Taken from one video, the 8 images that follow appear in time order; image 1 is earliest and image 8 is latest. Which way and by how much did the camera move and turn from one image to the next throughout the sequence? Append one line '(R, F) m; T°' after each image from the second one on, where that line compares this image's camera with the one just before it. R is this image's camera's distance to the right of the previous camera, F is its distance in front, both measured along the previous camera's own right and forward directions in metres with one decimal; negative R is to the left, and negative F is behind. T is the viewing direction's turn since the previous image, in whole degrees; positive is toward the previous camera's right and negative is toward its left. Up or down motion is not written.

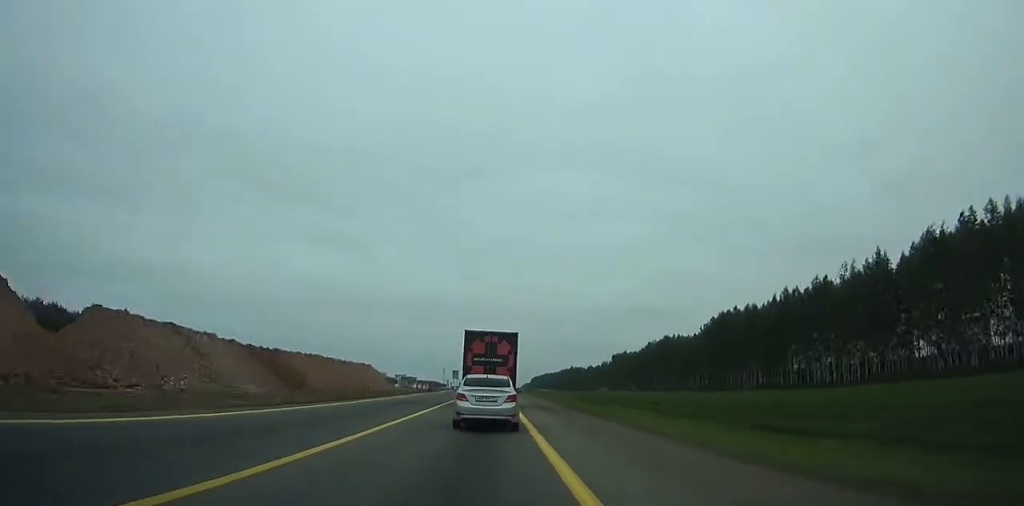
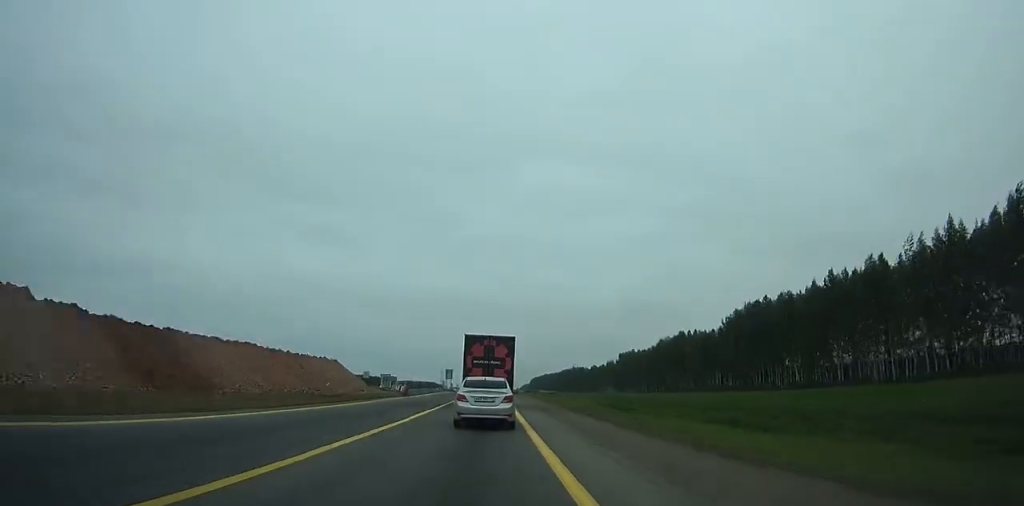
(0.0, +16.2) m; 0°
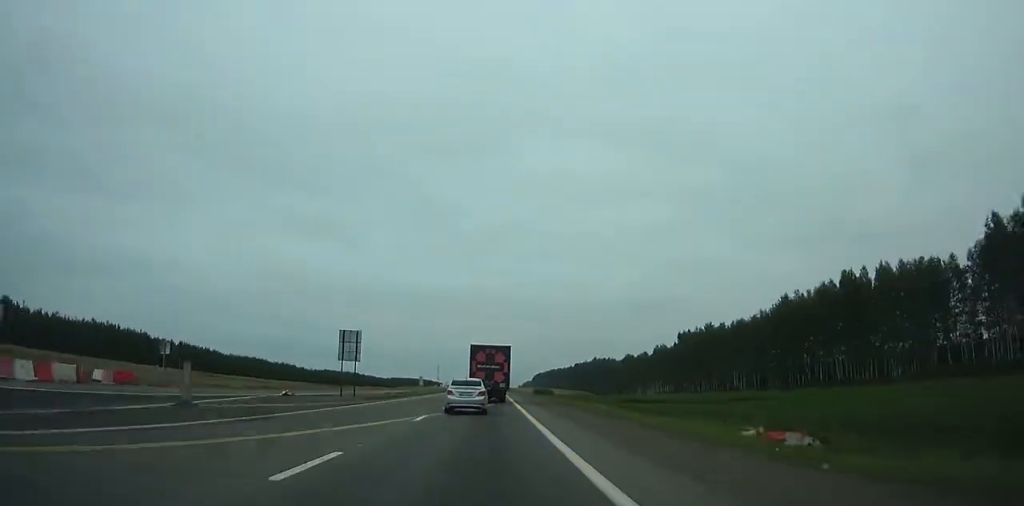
(+0.3, +85.5) m; 0°
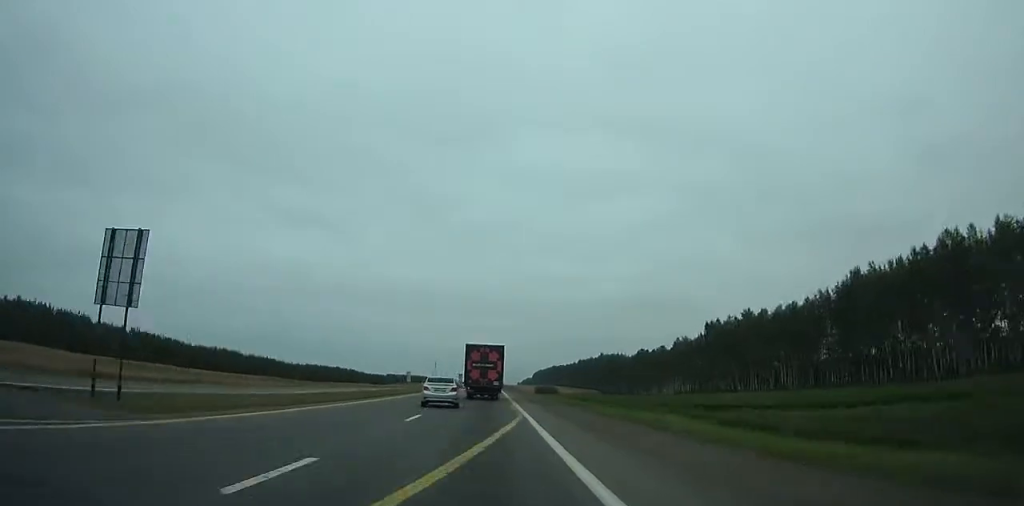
(+0.1, +24.5) m; 0°
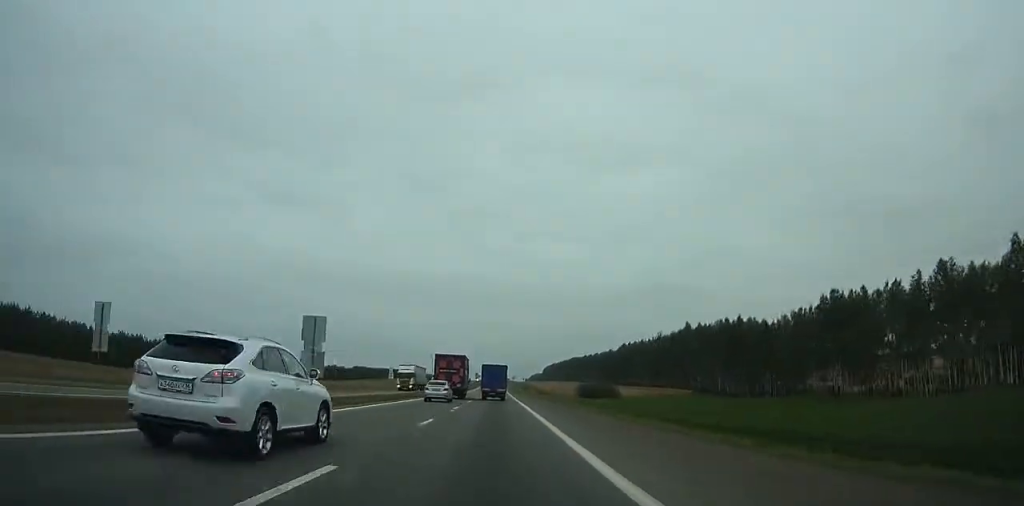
(+0.5, +131.2) m; +1°
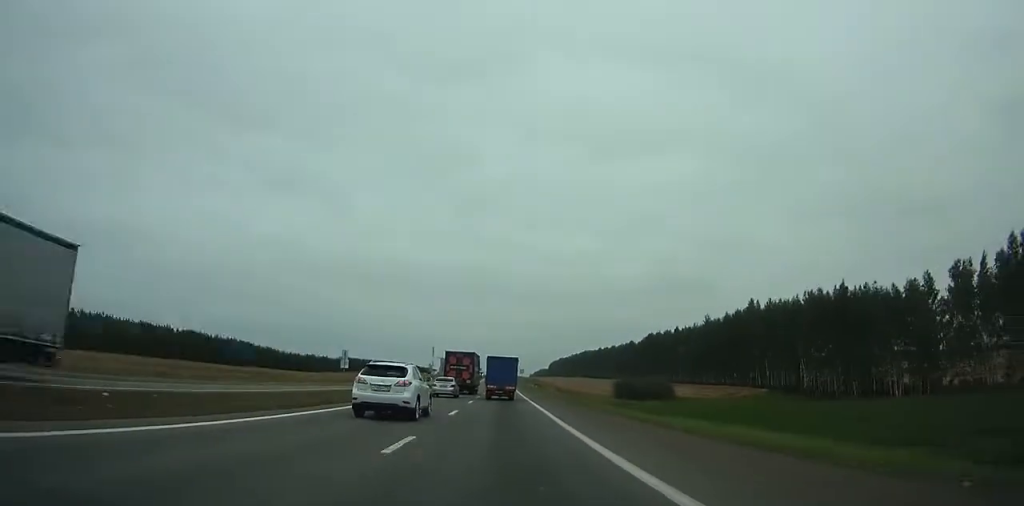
(+0.1, +42.1) m; 0°
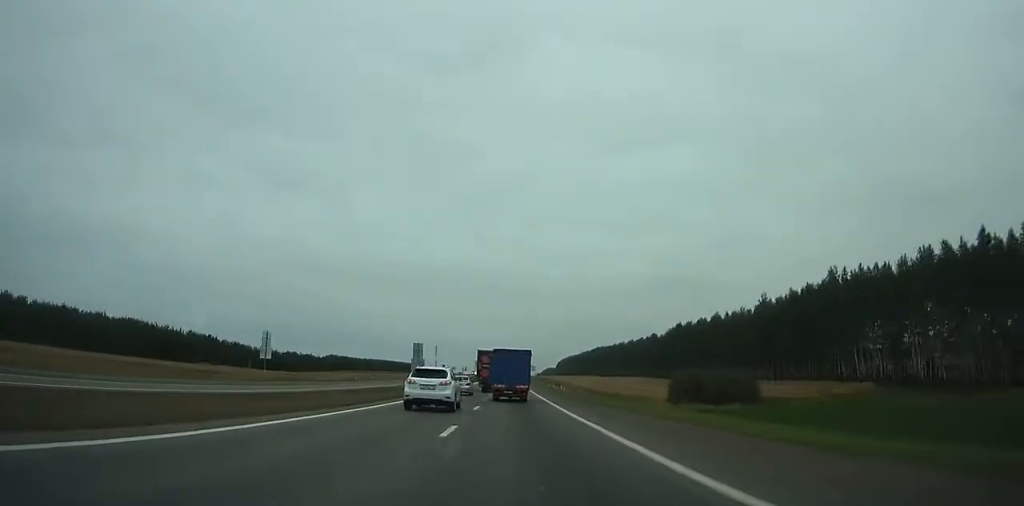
(0.0, +32.7) m; -1°
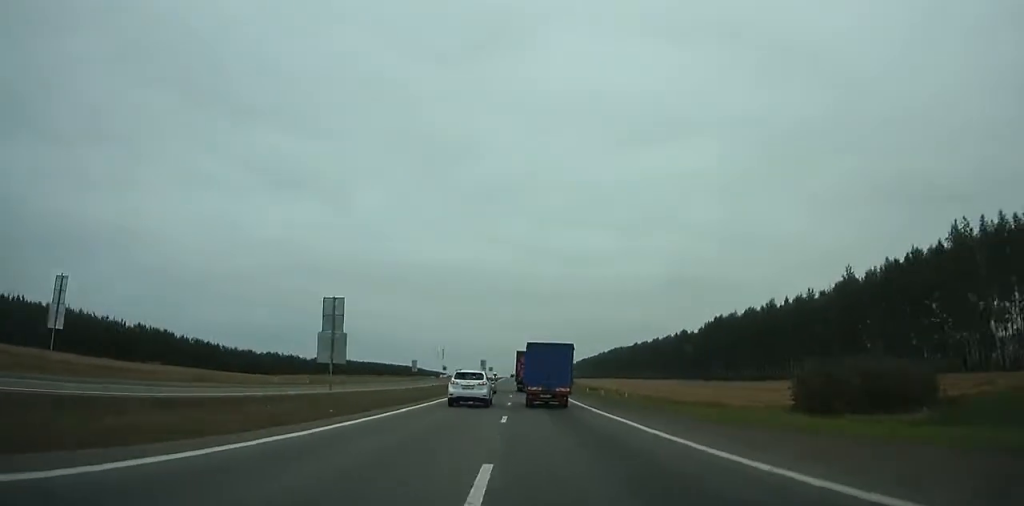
(-0.2, +31.8) m; 0°
